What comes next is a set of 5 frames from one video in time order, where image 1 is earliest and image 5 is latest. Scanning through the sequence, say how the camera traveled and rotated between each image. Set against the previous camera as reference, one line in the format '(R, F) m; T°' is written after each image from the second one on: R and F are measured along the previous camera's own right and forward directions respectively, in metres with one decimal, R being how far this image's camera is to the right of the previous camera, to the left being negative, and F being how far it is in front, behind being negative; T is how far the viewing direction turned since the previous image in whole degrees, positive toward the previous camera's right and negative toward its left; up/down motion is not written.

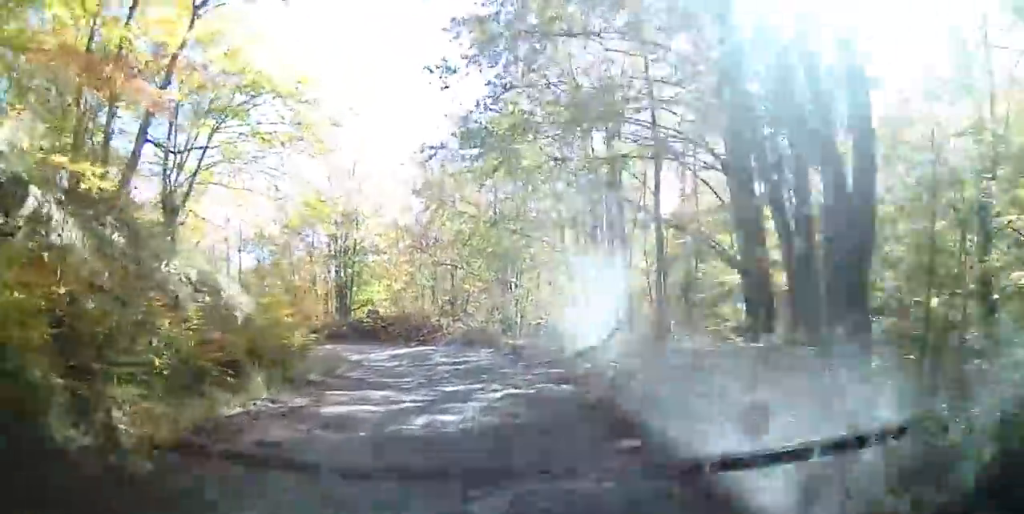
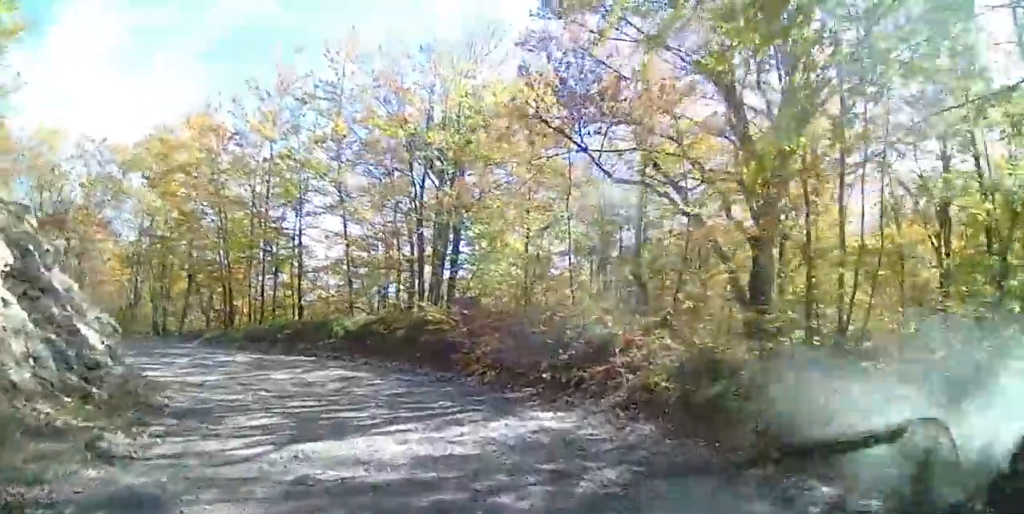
(-2.3, +18.0) m; -19°
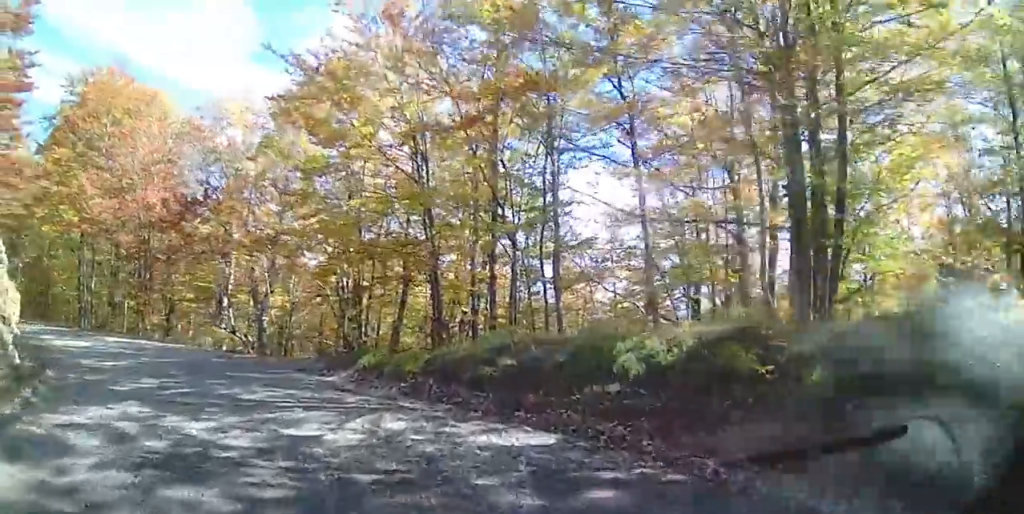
(-2.3, +10.6) m; -27°
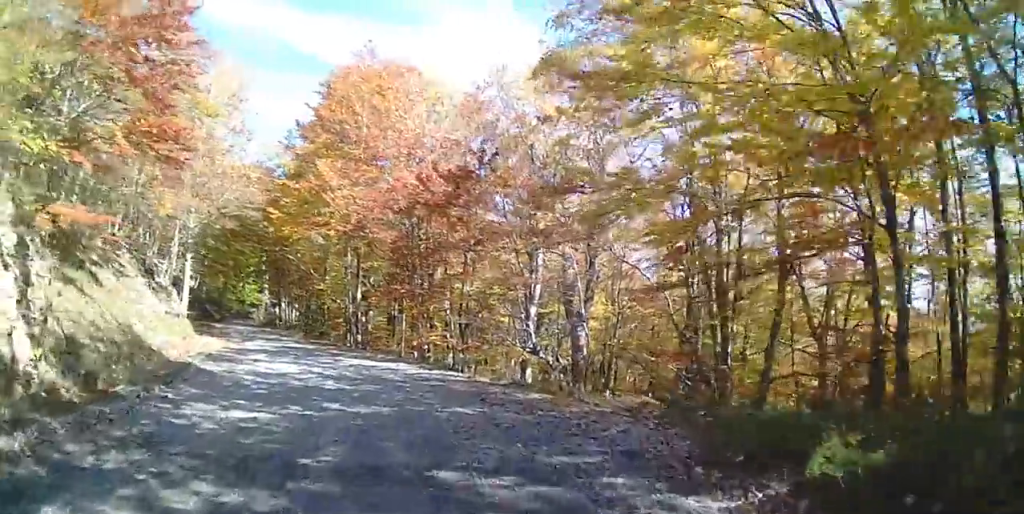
(-1.3, +6.7) m; -28°
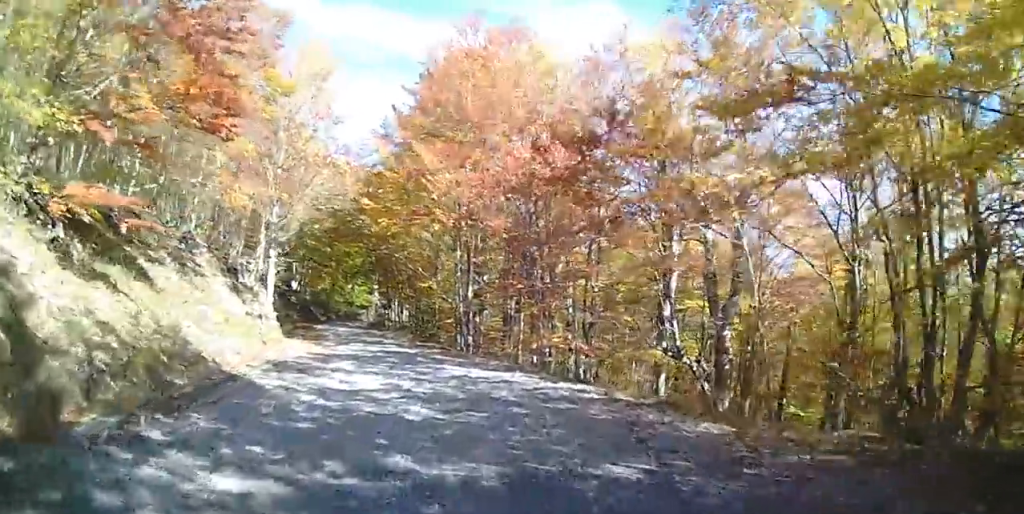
(-0.6, +3.2) m; -11°
